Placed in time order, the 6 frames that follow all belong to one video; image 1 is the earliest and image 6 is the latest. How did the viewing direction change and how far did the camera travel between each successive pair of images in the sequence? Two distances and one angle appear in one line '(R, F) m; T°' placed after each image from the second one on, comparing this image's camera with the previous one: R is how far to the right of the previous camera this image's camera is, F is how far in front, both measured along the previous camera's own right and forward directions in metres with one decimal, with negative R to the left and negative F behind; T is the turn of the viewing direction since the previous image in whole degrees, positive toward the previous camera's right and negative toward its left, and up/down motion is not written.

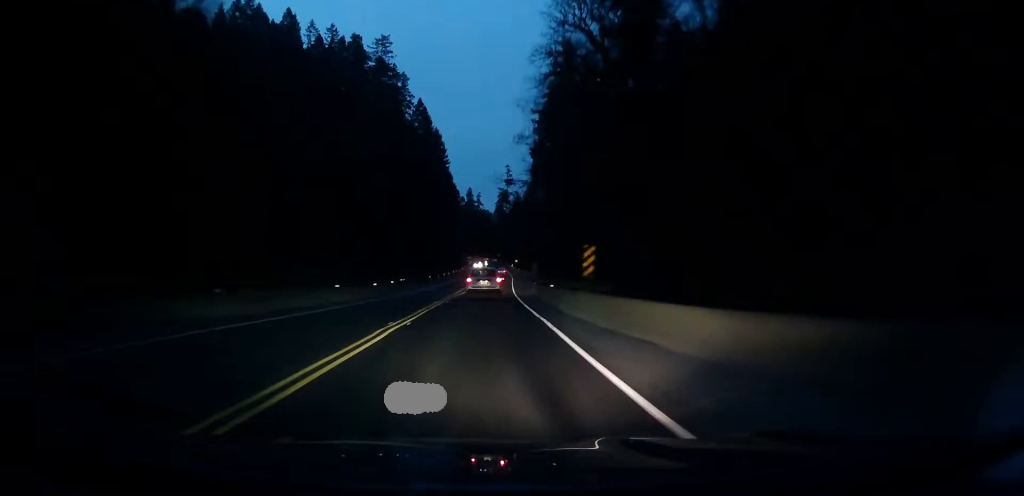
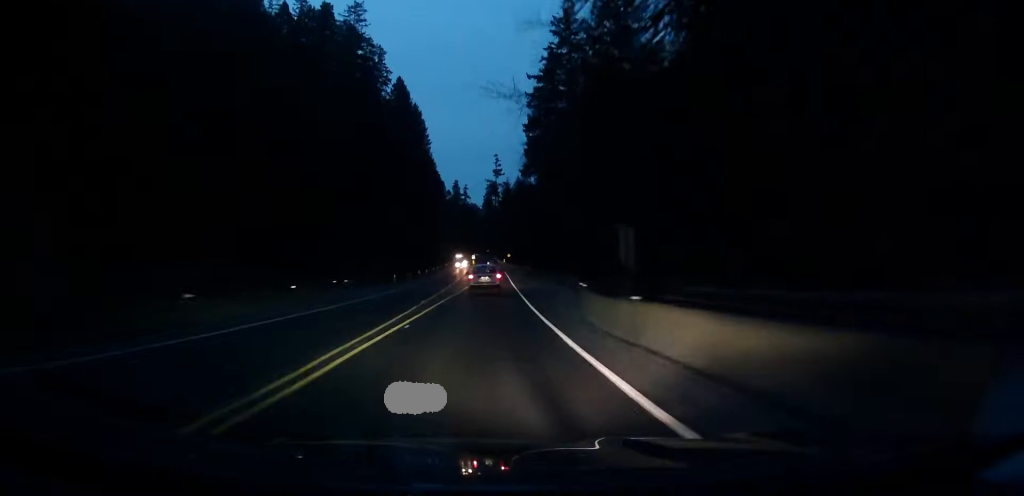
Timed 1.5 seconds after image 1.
(0.0, +27.7) m; 0°
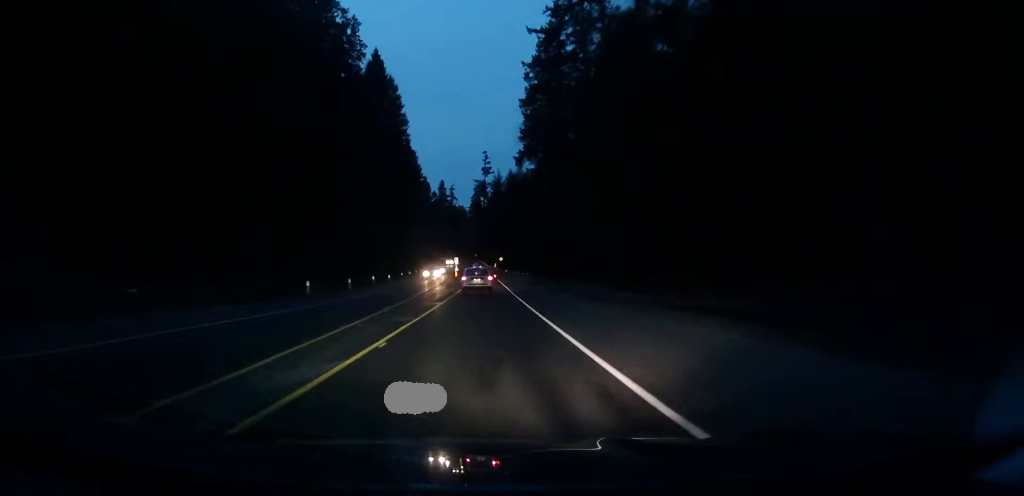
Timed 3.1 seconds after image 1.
(-0.1, +30.4) m; 0°
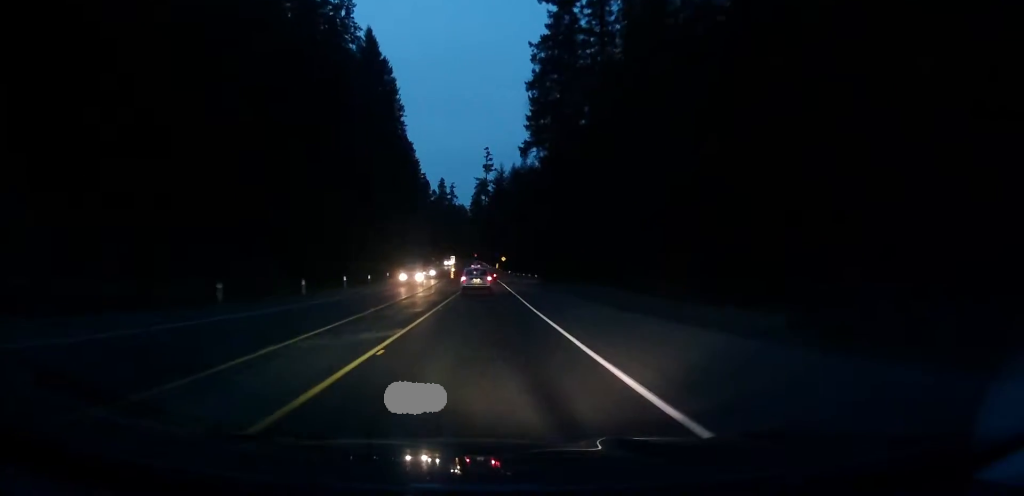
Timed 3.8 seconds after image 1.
(0.0, +13.4) m; 0°
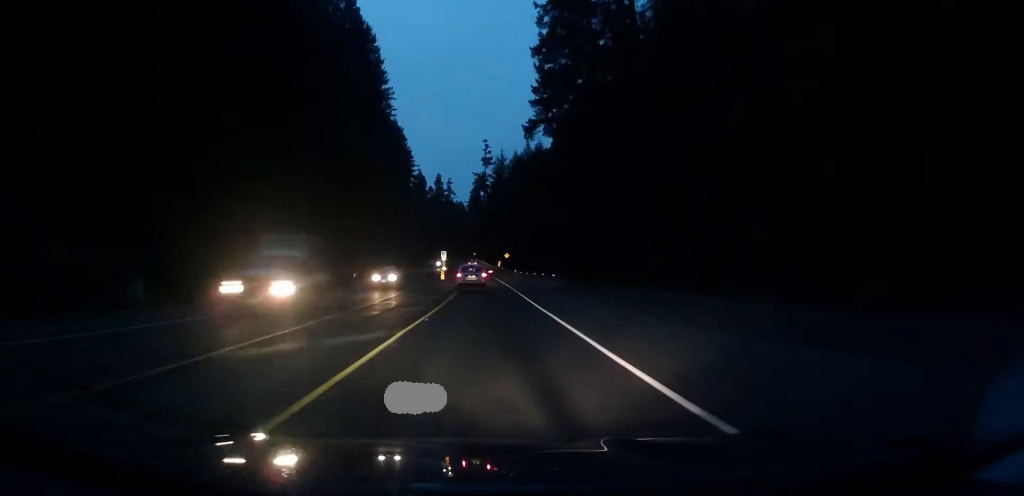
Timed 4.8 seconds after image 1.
(+0.2, +19.1) m; +2°
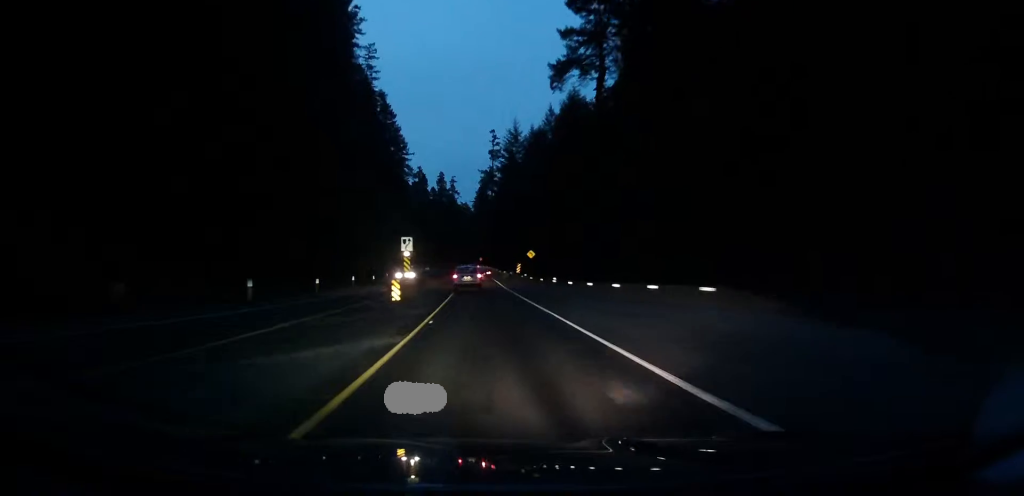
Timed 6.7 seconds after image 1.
(0.0, +38.1) m; 0°
